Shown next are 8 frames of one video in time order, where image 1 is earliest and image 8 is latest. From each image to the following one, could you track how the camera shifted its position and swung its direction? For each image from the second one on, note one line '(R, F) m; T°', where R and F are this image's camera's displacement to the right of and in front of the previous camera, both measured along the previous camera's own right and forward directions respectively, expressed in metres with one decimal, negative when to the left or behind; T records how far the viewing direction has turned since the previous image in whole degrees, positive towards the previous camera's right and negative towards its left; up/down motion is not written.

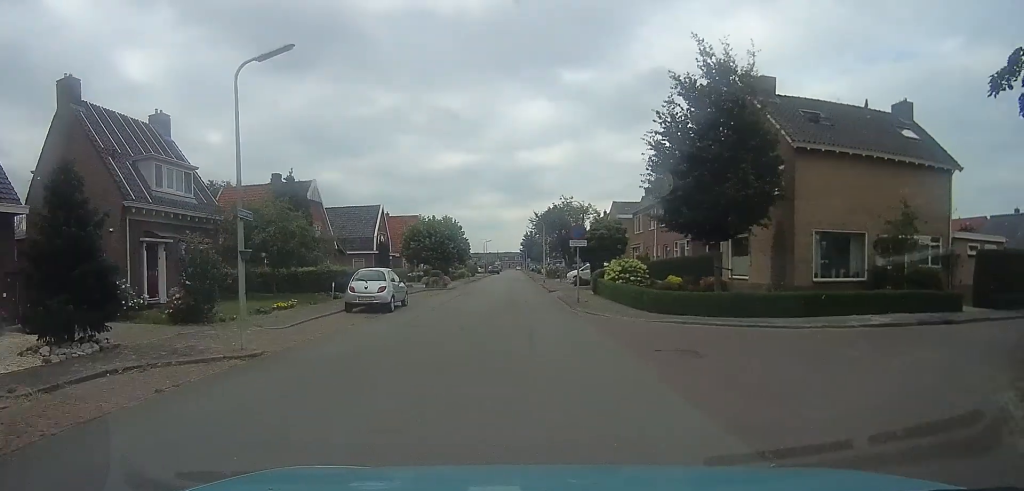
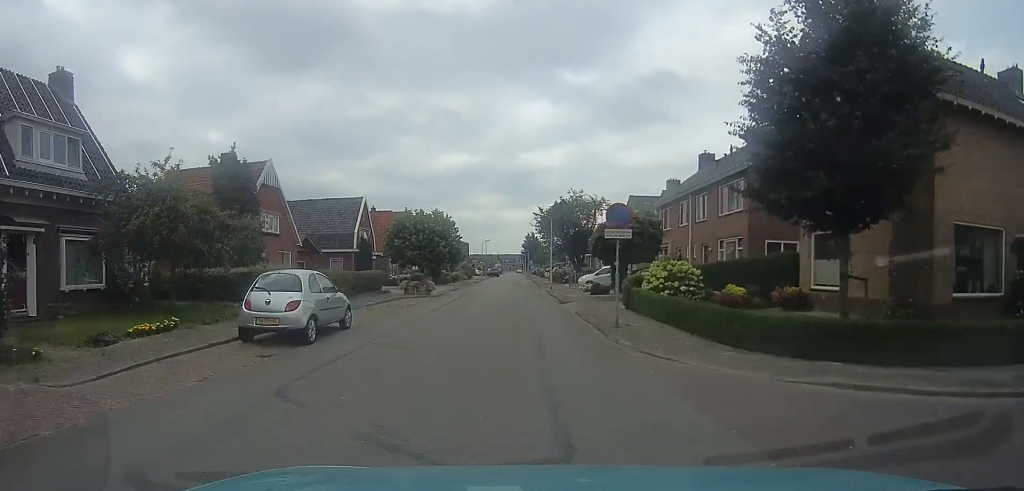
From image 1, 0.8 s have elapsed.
(0.0, +7.0) m; 0°
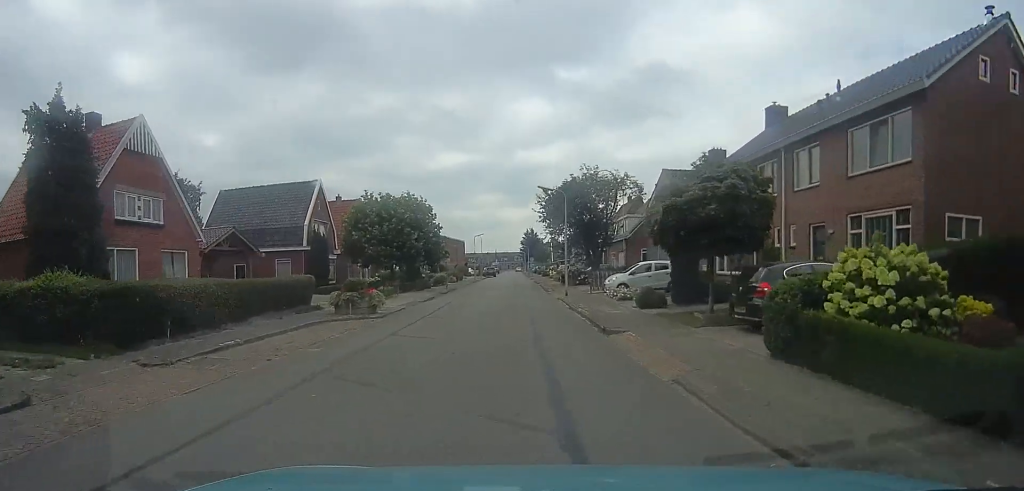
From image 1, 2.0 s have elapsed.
(0.0, +10.9) m; -4°
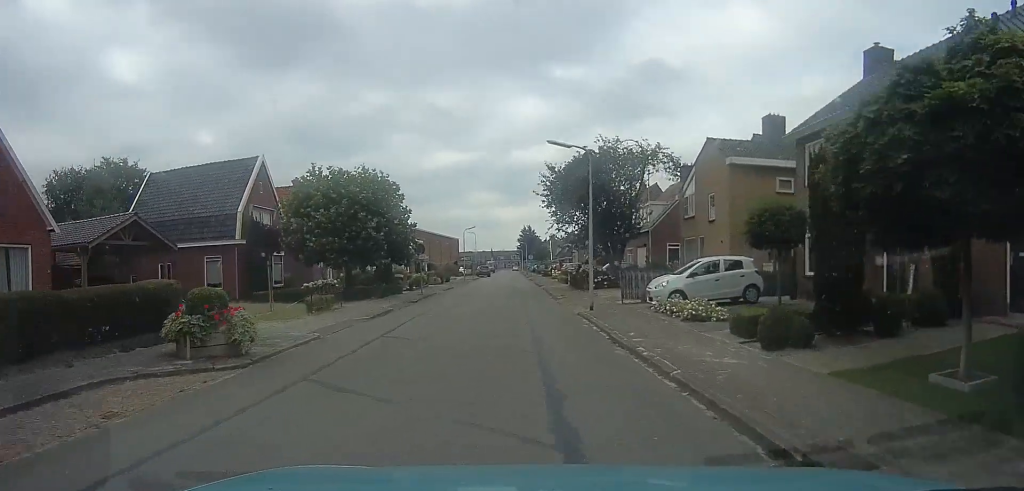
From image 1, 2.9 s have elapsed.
(-0.6, +8.6) m; -2°
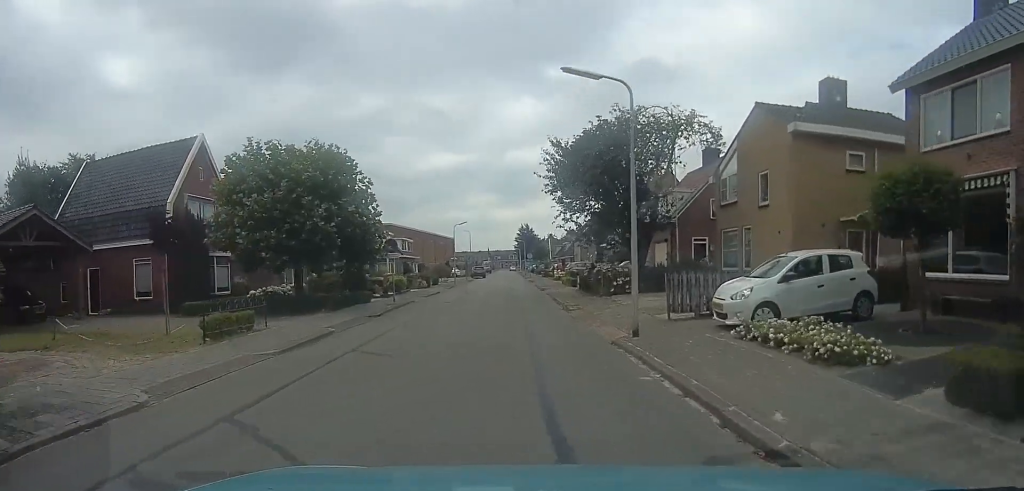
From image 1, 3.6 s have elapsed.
(-0.1, +5.9) m; +2°
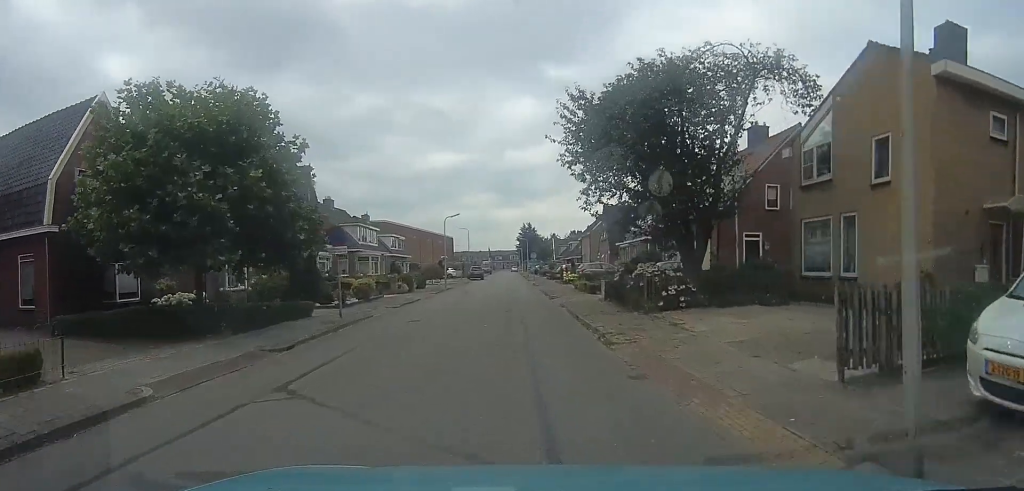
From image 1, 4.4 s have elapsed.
(+0.5, +7.0) m; +4°
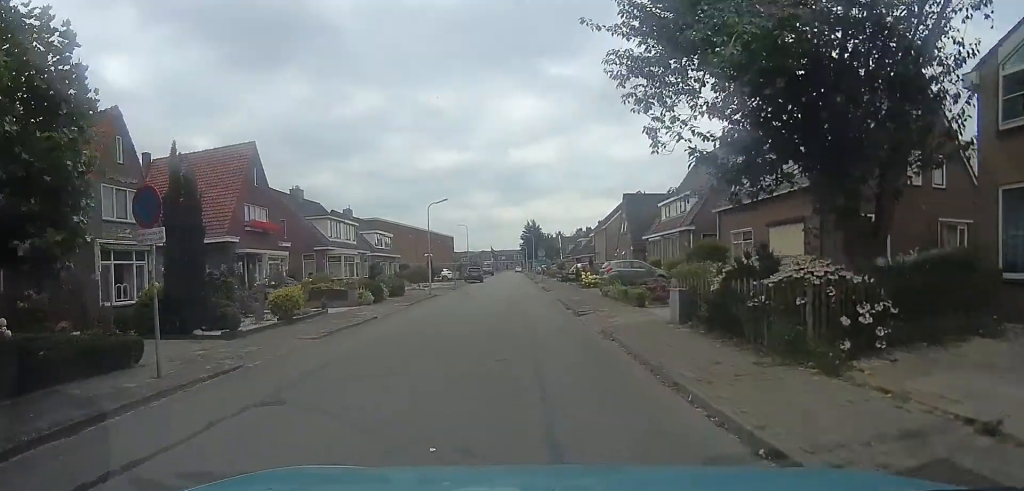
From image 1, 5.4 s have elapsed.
(0.0, +8.2) m; 0°
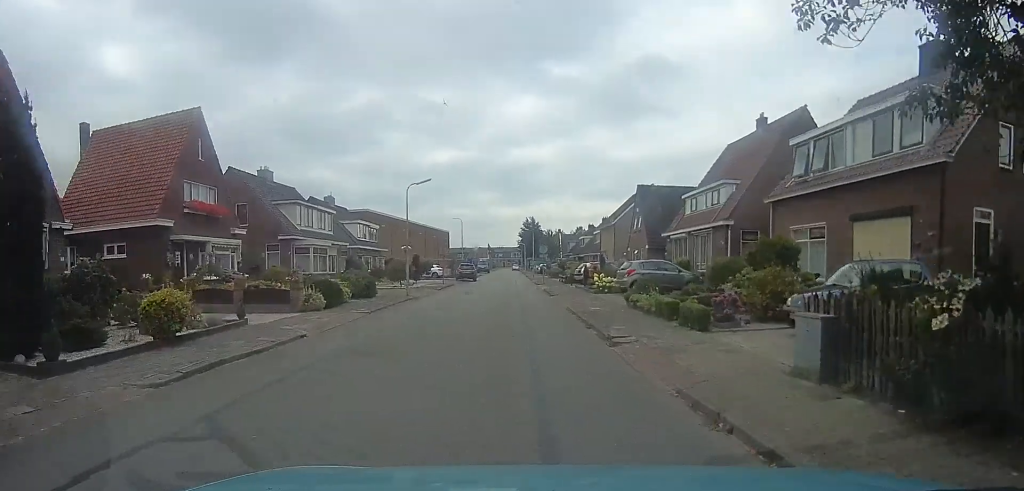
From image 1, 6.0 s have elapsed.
(0.0, +5.5) m; 0°
